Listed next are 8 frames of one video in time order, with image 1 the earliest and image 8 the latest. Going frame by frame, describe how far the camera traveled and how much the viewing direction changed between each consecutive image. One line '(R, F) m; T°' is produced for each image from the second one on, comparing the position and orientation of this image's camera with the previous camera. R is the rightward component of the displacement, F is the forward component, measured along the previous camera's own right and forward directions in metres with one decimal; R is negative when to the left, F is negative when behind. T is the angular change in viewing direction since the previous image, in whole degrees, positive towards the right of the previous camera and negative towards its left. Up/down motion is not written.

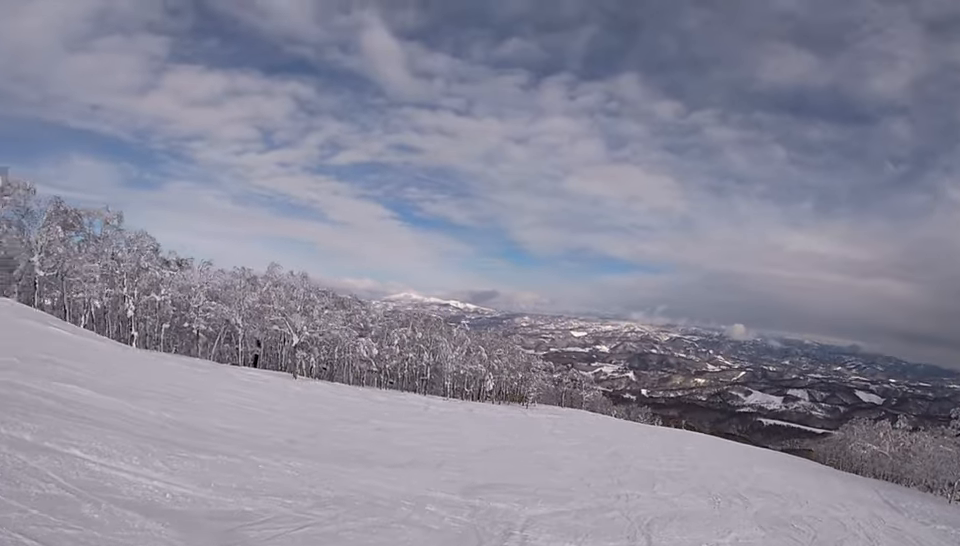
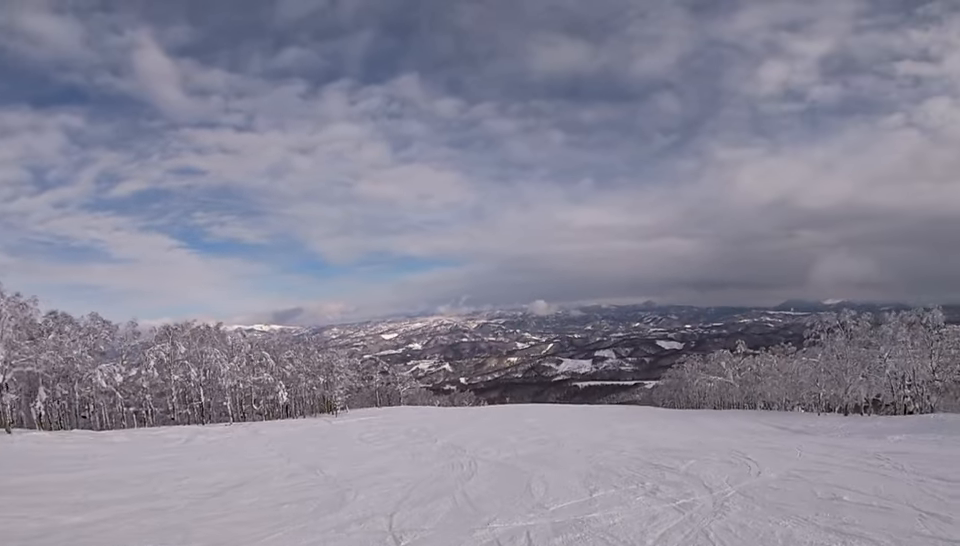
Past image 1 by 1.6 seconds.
(-1.3, +11.5) m; -4°
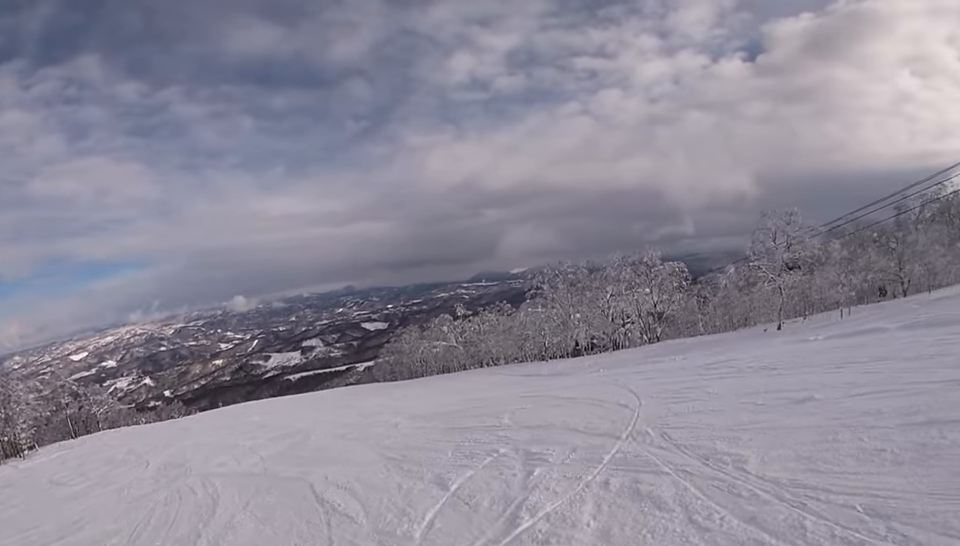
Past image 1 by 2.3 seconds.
(+0.4, +4.8) m; +15°
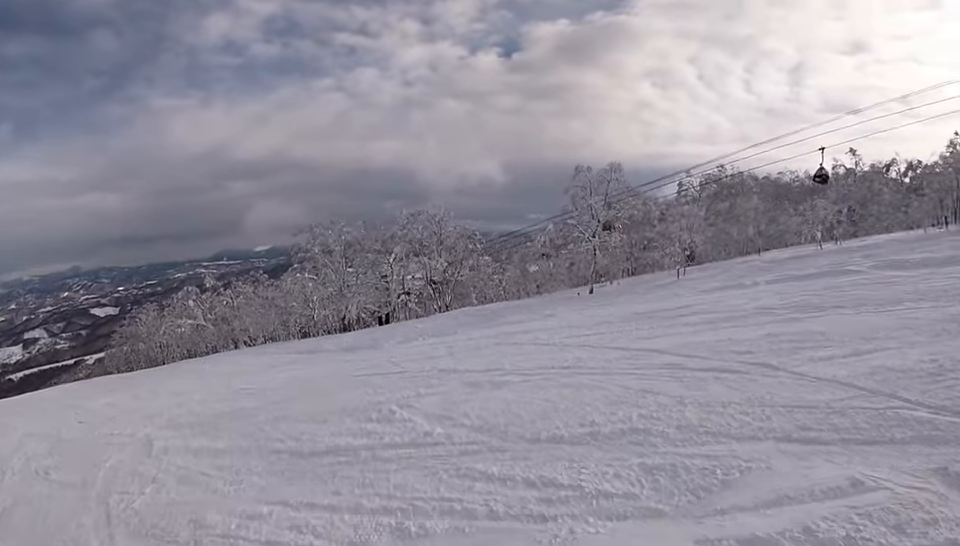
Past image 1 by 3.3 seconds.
(+1.6, +6.9) m; +17°
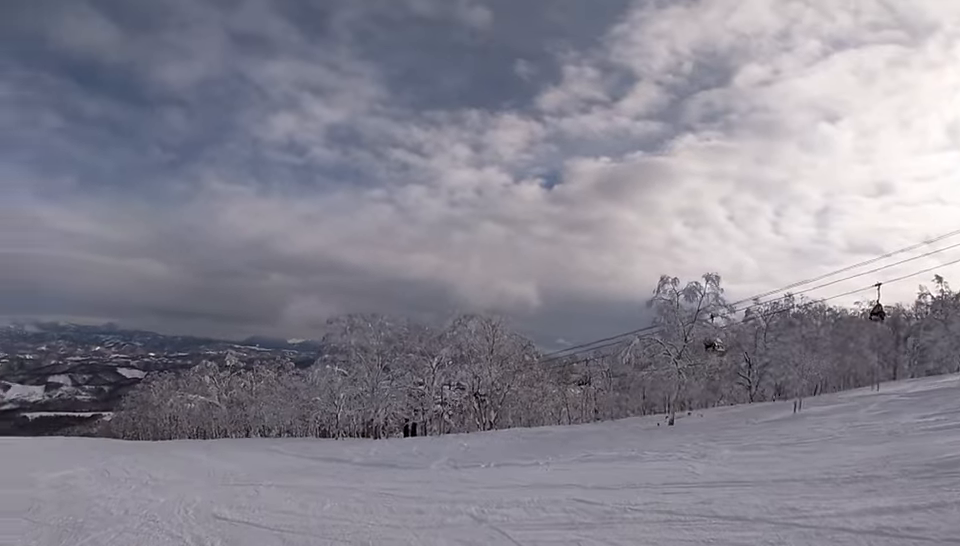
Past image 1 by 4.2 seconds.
(+0.5, +6.5) m; -6°
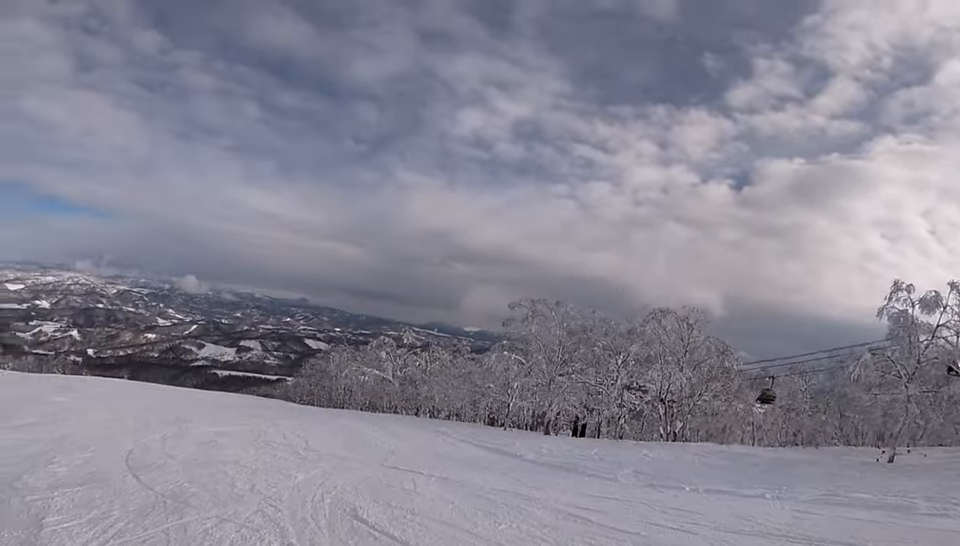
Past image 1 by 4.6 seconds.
(+0.4, +2.9) m; -7°
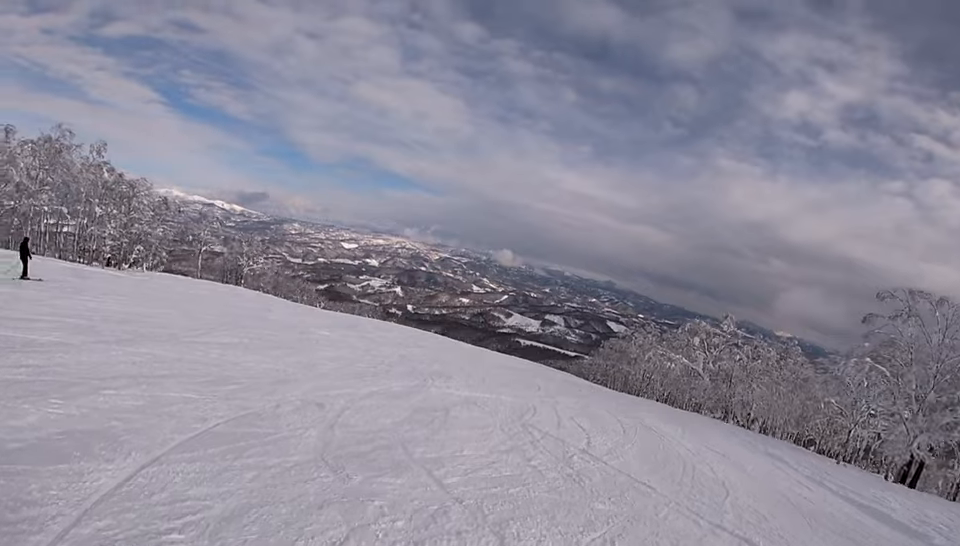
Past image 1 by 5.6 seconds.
(-2.0, +6.8) m; -21°
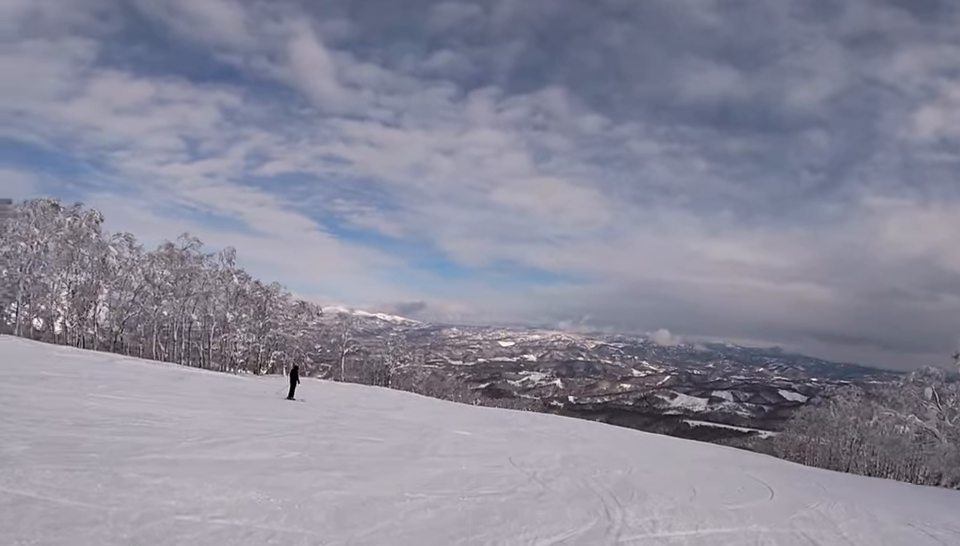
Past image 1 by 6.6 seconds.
(-0.5, +7.1) m; 0°
